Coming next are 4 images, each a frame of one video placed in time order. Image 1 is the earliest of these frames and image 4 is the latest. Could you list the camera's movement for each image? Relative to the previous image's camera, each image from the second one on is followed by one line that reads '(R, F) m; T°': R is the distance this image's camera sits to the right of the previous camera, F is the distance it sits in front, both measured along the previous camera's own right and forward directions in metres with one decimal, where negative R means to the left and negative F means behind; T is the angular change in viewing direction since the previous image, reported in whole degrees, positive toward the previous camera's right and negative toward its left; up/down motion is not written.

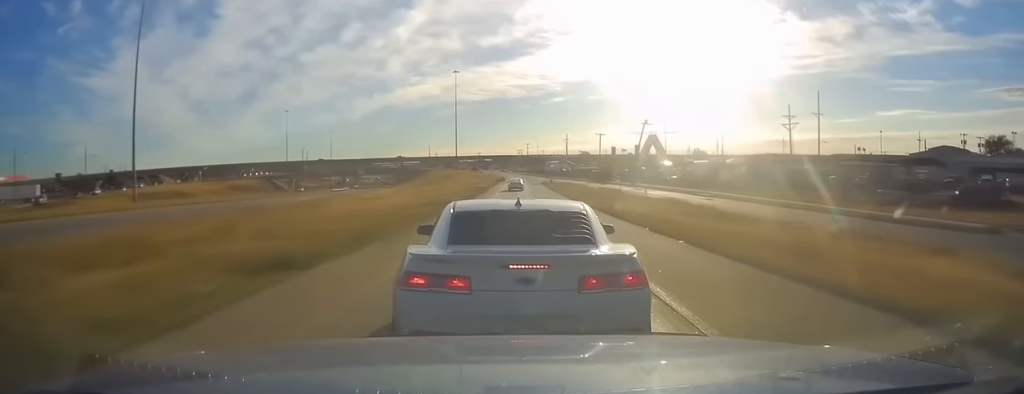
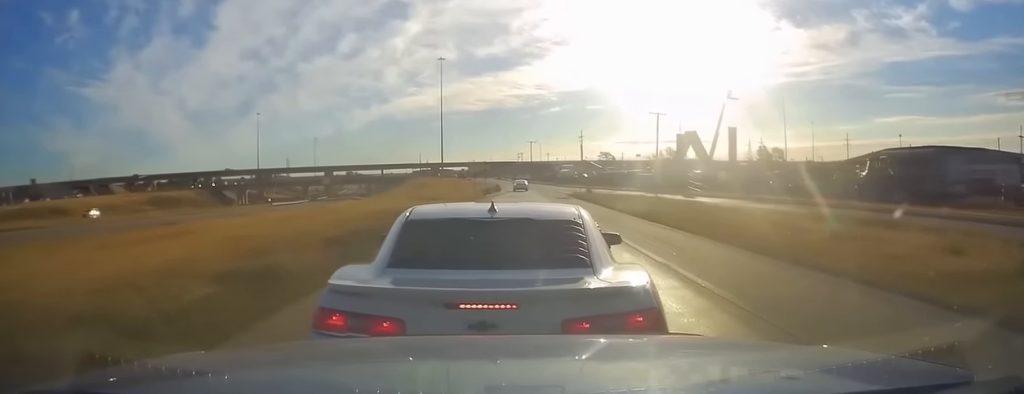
(-0.1, +54.5) m; +1°
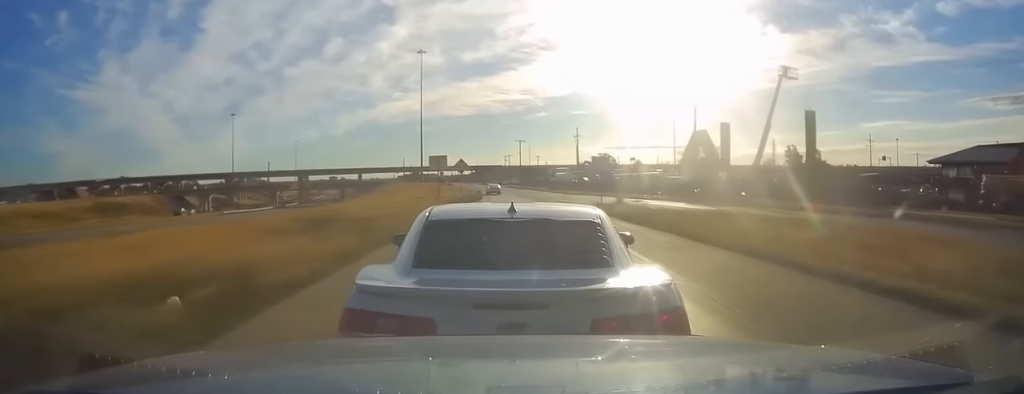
(+0.8, +21.9) m; +1°
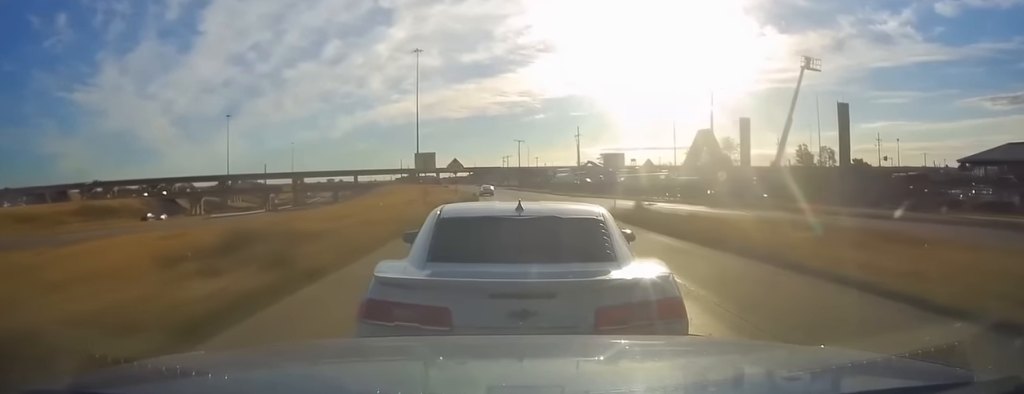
(-0.1, +5.7) m; -1°
